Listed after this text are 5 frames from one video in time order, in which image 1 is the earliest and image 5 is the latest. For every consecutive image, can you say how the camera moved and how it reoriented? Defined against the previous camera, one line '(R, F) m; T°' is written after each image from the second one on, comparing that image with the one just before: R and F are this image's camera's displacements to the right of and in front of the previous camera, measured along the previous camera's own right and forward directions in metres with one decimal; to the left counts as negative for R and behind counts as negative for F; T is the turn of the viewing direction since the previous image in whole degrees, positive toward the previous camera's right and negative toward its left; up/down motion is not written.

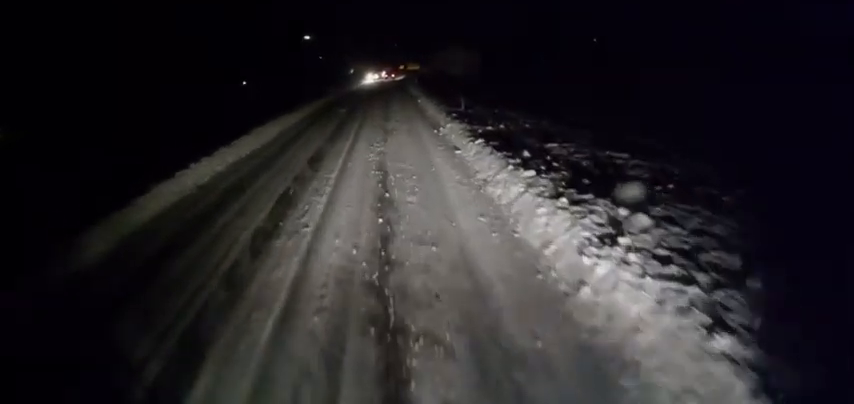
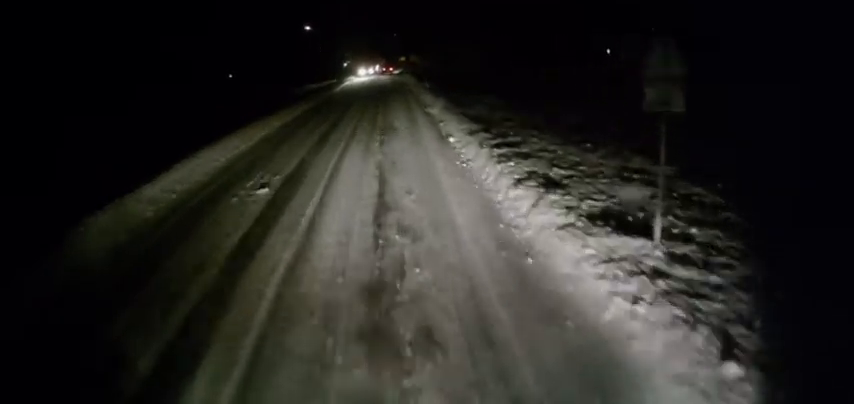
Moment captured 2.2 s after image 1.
(-0.1, +17.0) m; -1°
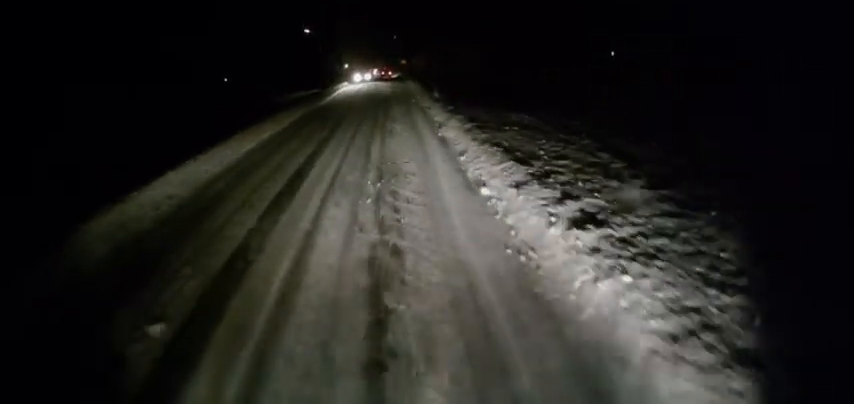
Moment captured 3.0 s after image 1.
(-0.1, +5.8) m; 0°
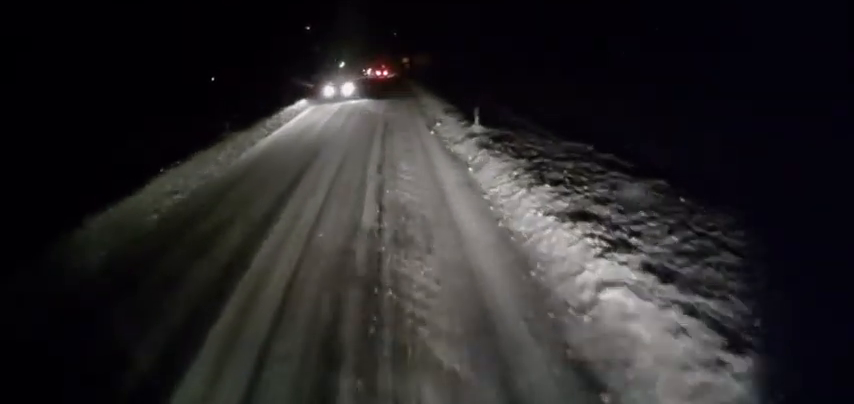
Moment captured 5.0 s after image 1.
(+0.6, +13.9) m; +3°
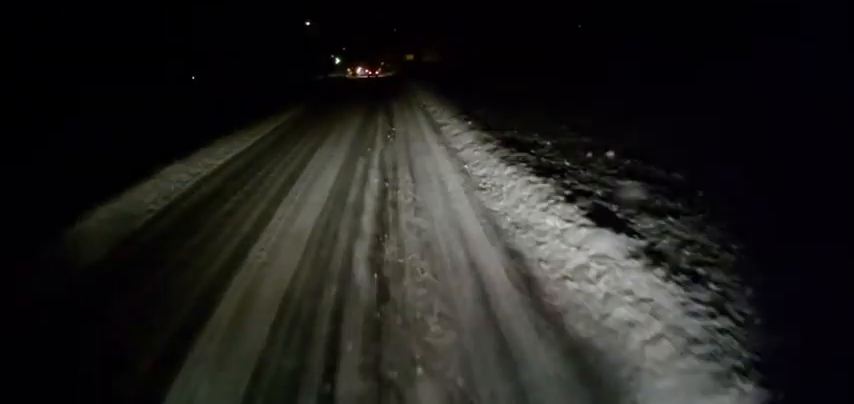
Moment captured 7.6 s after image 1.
(-0.3, +17.5) m; -1°
